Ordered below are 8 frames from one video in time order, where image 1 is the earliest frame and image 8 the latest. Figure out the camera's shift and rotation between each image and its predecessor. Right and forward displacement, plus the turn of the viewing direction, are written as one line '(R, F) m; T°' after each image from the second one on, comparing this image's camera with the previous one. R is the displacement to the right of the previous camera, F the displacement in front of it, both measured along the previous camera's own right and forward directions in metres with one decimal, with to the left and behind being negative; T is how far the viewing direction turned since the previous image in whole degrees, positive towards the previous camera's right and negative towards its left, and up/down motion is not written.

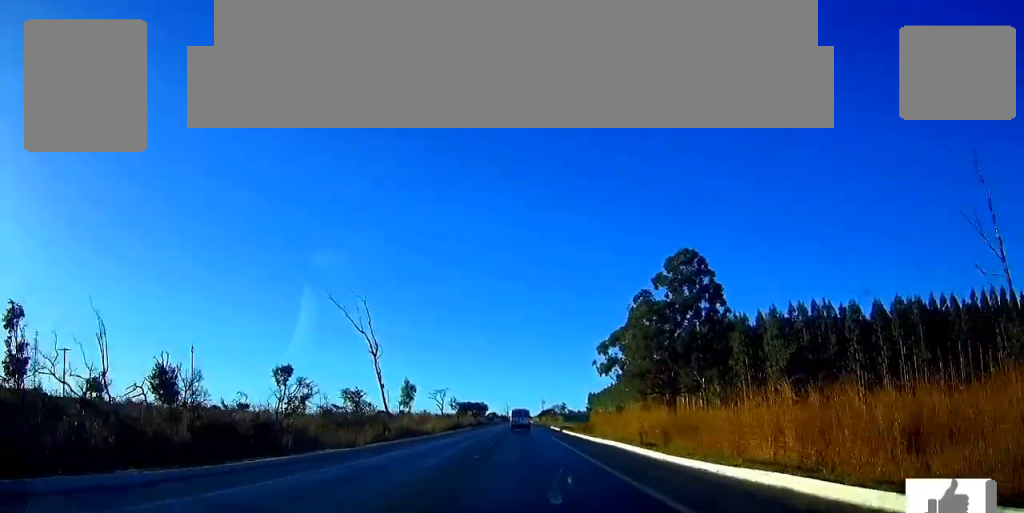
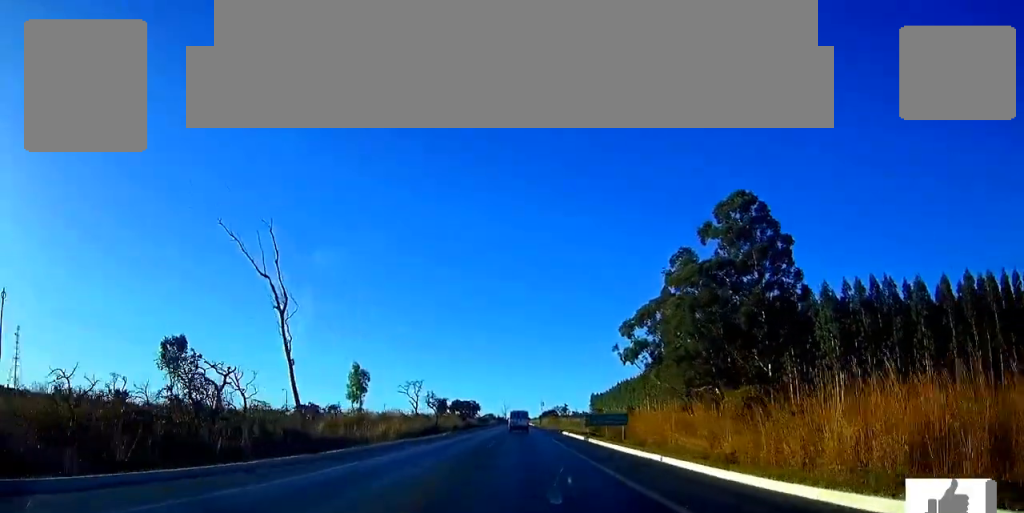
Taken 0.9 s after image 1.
(0.0, +30.0) m; 0°
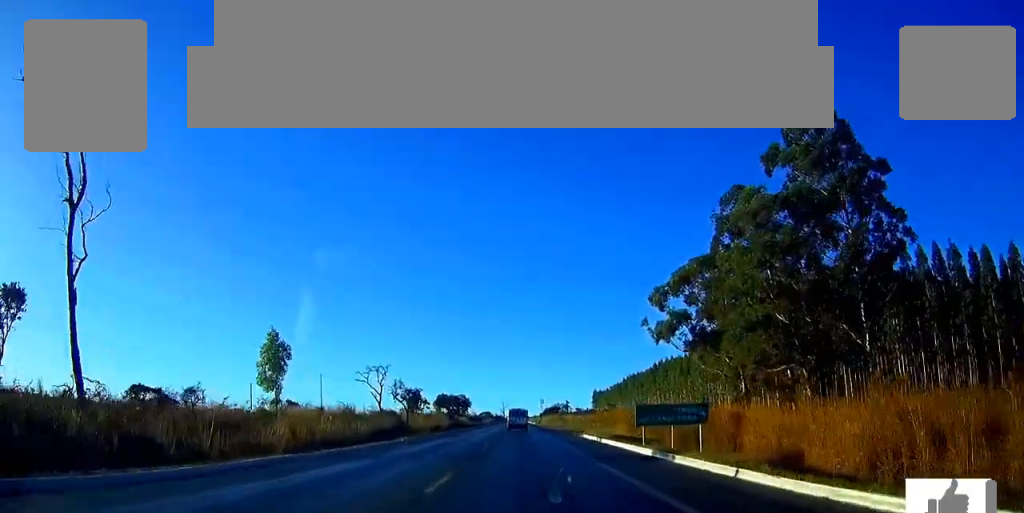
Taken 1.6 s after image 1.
(0.0, +24.4) m; 0°
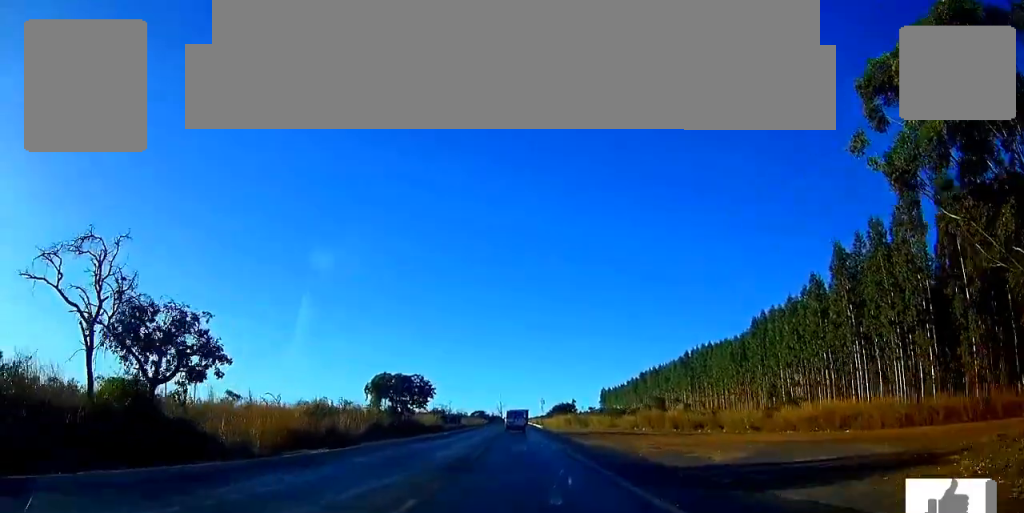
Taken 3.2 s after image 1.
(+0.1, +50.6) m; 0°
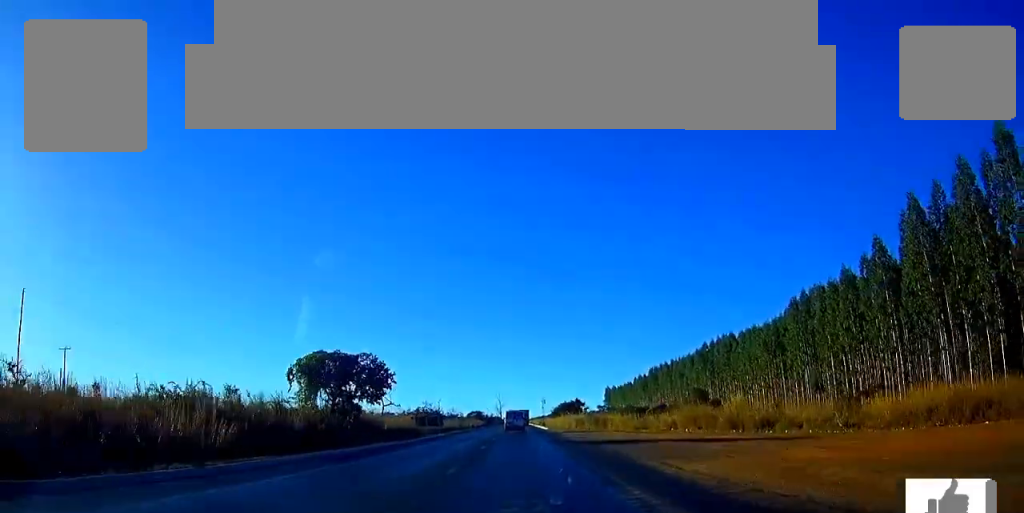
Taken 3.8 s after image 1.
(0.0, +21.7) m; 0°
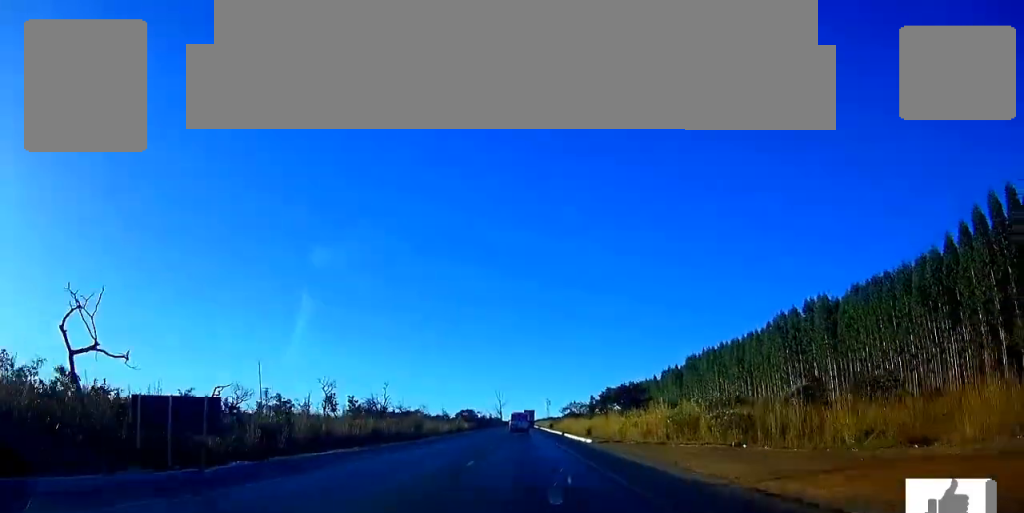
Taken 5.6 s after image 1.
(-0.1, +56.8) m; 0°
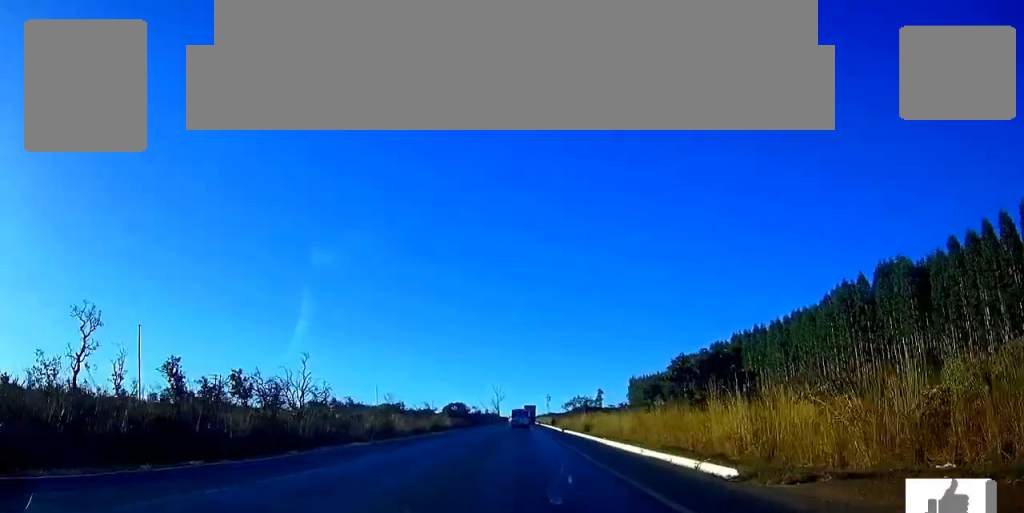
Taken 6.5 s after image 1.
(0.0, +29.8) m; 0°
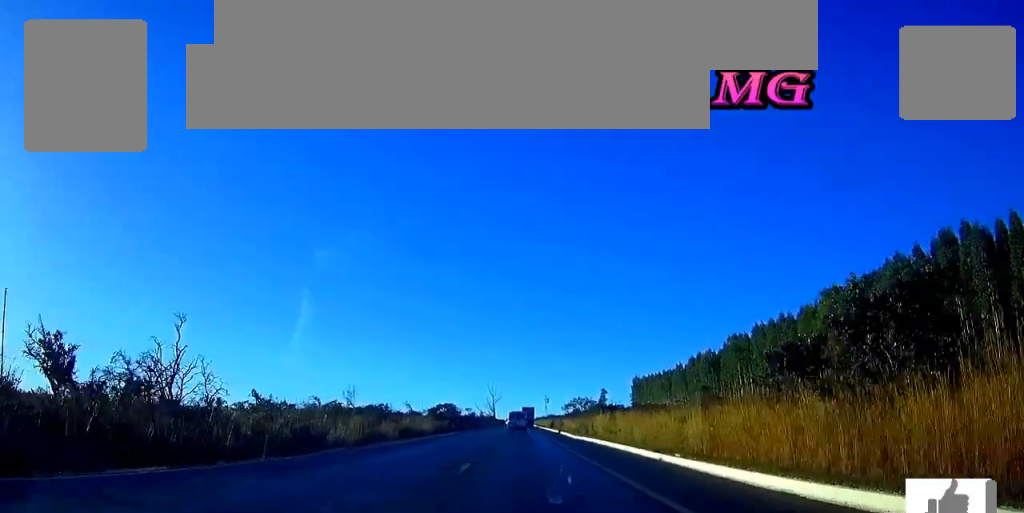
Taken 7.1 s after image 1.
(0.0, +19.1) m; 0°
